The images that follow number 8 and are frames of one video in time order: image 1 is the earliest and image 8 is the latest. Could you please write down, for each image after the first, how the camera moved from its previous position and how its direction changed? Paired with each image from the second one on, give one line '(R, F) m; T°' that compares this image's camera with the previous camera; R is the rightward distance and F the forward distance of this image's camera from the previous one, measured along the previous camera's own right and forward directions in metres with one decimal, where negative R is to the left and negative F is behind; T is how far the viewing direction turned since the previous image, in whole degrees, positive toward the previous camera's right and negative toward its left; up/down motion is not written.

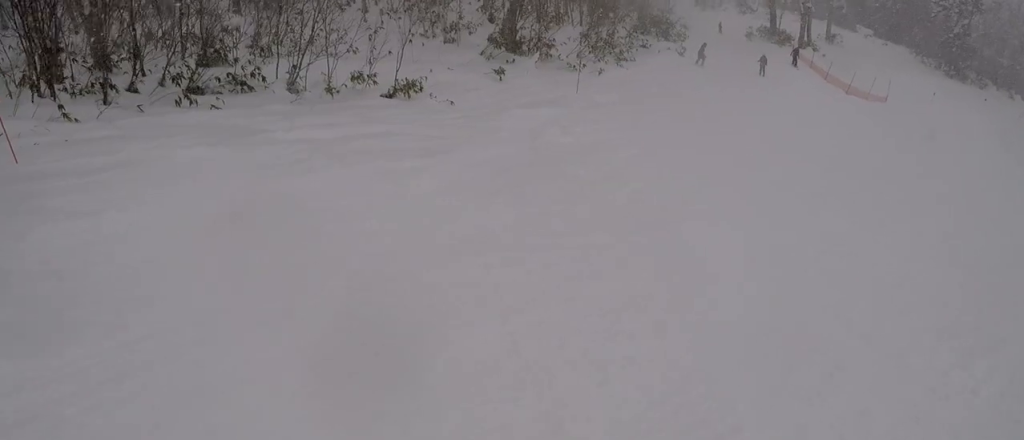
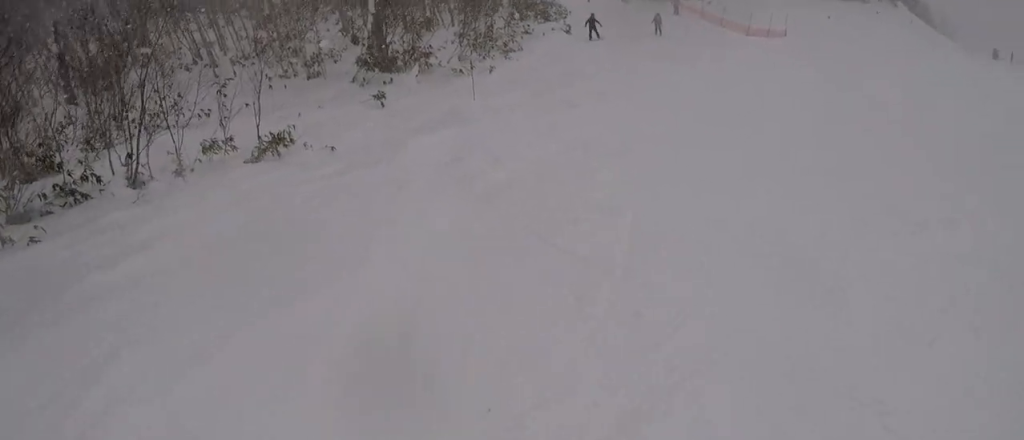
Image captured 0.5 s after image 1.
(+0.1, +3.9) m; +7°
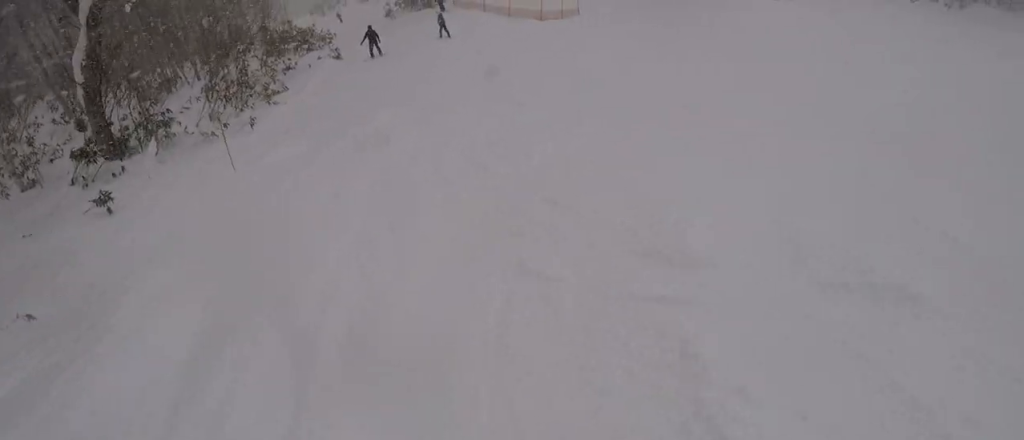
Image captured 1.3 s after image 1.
(+0.6, +6.3) m; +23°
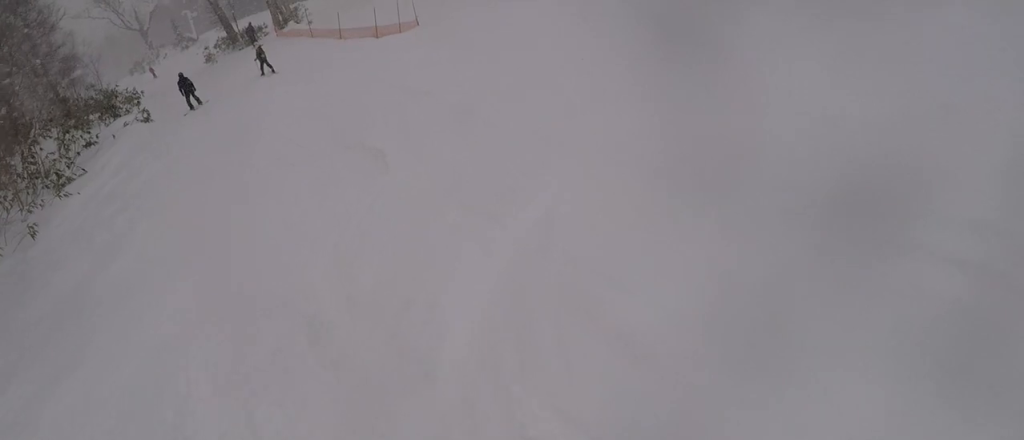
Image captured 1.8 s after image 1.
(-0.8, +4.3) m; +20°
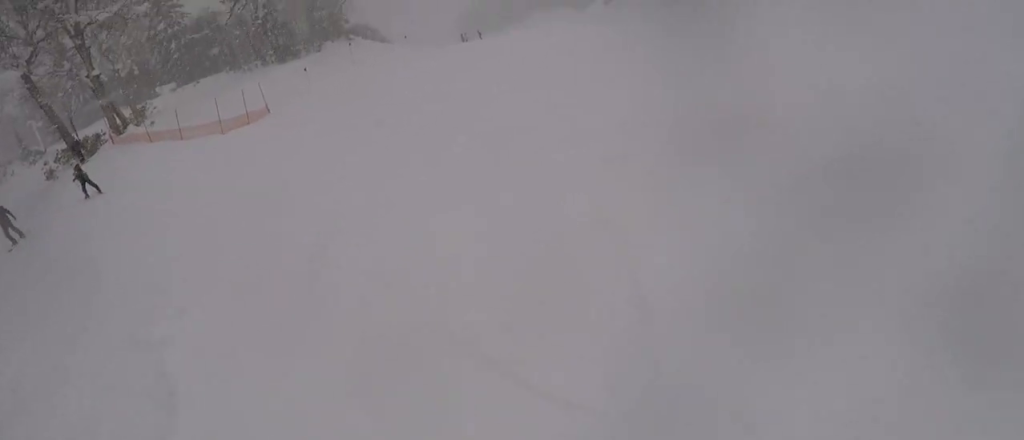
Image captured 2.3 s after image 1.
(+2.1, +3.9) m; +14°
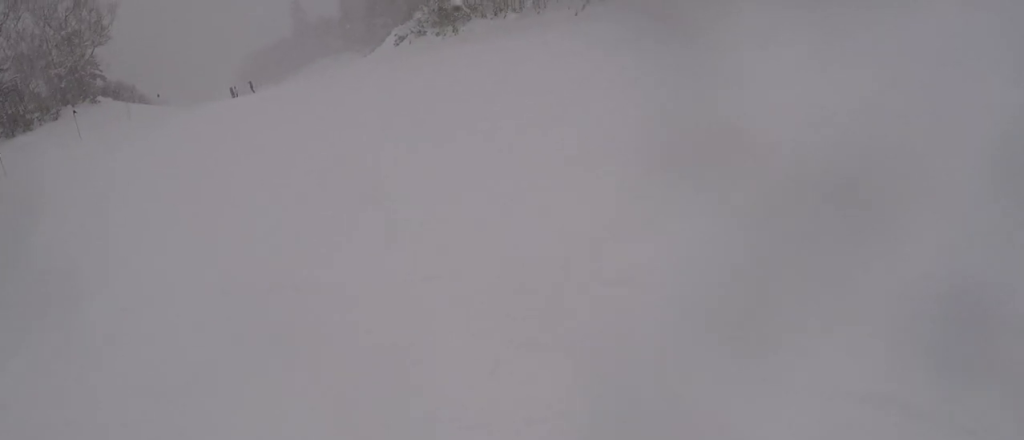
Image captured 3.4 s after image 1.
(+2.7, +10.3) m; +15°
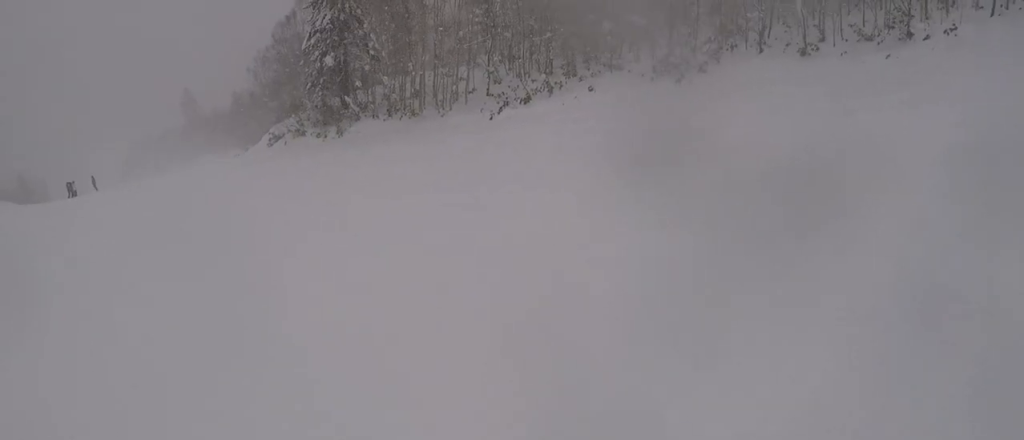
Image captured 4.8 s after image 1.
(+0.2, +13.3) m; +6°
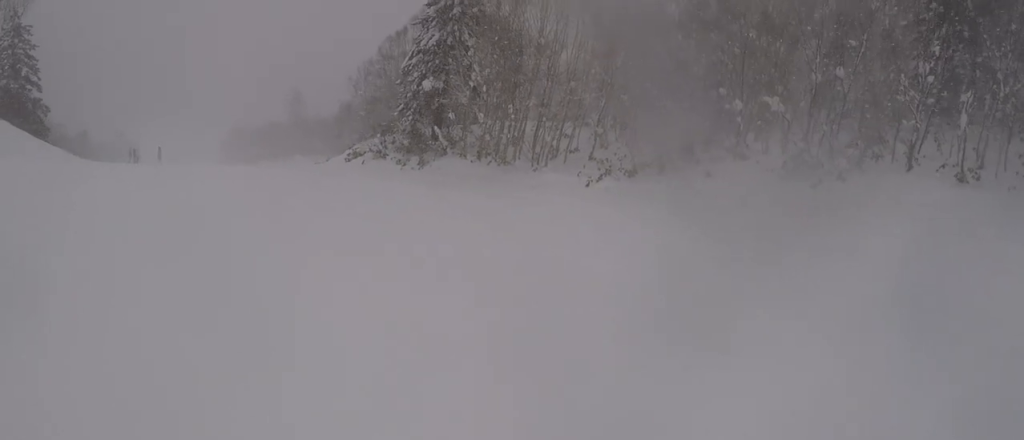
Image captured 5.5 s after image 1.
(+0.6, +6.2) m; 0°
